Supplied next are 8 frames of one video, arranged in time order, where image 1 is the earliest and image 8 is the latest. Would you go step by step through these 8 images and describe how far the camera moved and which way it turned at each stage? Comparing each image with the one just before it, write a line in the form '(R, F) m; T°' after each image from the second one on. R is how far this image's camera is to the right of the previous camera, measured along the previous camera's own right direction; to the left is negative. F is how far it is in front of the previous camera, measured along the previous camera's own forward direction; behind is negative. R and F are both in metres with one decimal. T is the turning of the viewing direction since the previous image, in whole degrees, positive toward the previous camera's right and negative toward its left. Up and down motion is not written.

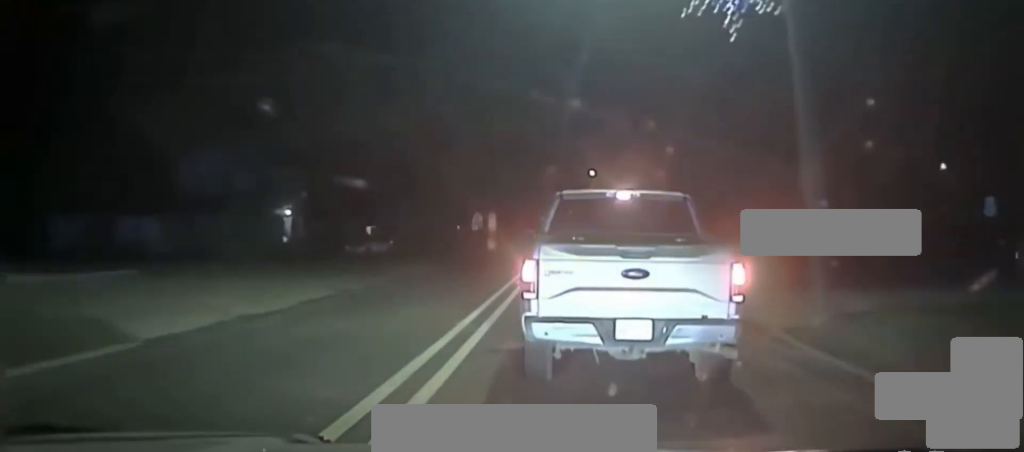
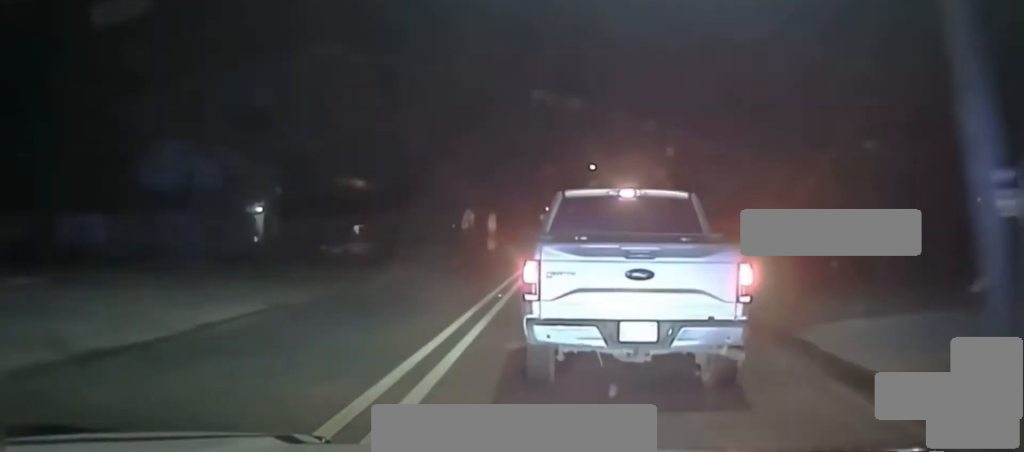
(0.0, +6.3) m; 0°
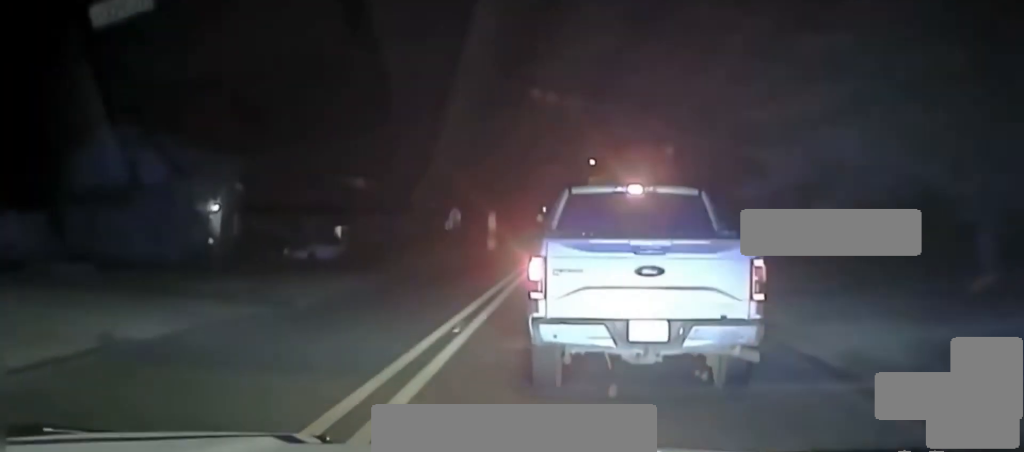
(0.0, +6.5) m; -1°
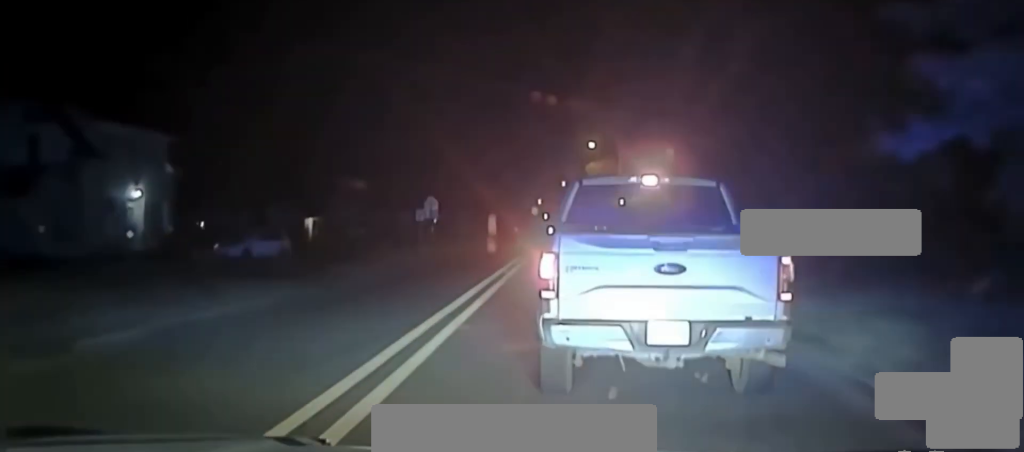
(-0.1, +9.4) m; 0°
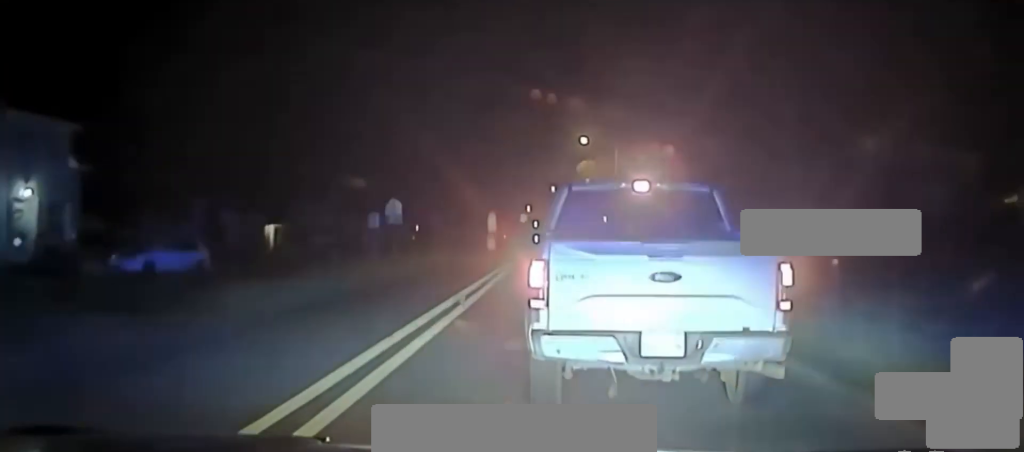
(-0.1, +9.3) m; +1°
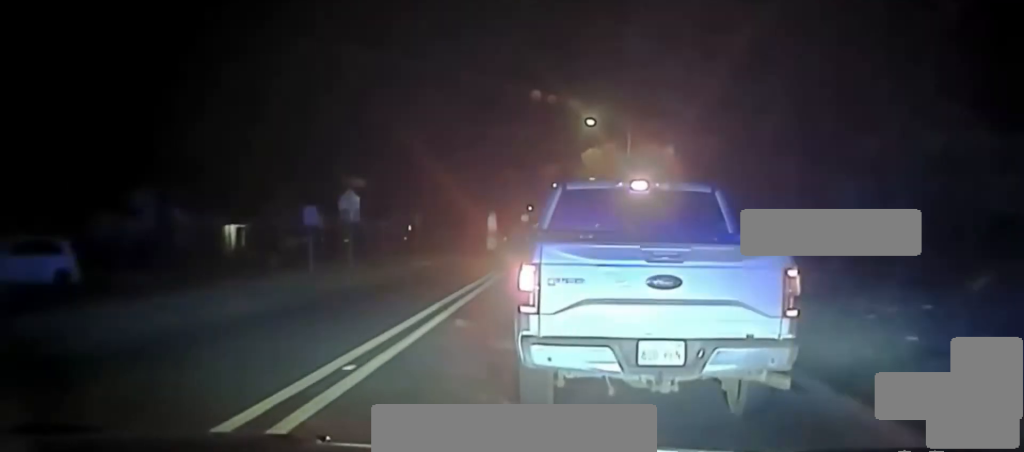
(+0.3, +10.6) m; +1°
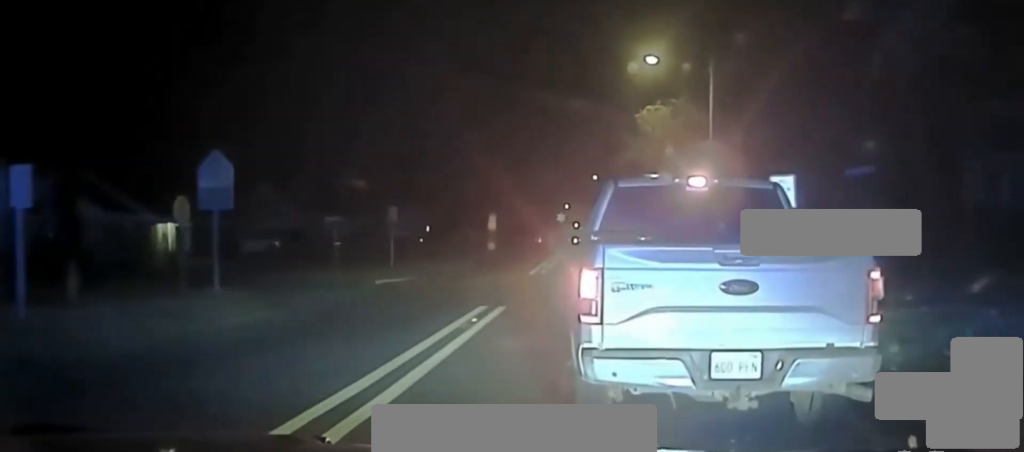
(-0.4, +16.0) m; -3°
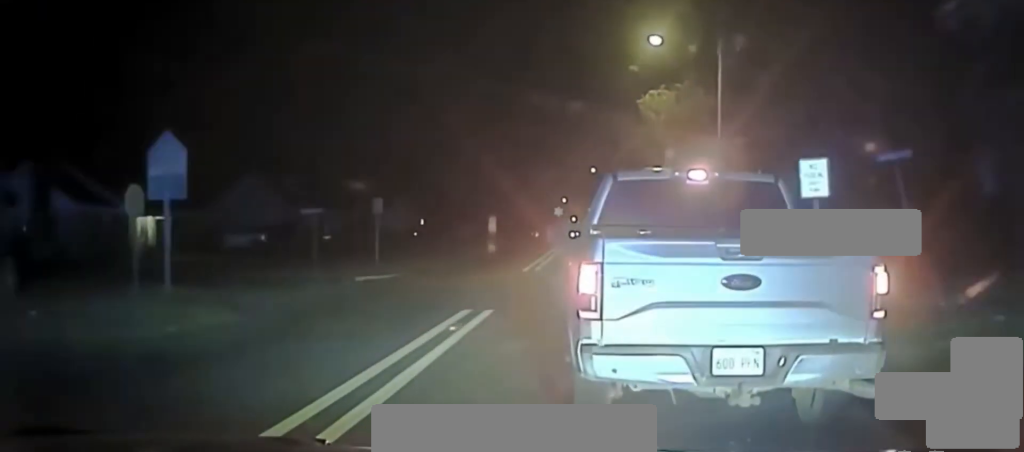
(0.0, +2.2) m; -1°
